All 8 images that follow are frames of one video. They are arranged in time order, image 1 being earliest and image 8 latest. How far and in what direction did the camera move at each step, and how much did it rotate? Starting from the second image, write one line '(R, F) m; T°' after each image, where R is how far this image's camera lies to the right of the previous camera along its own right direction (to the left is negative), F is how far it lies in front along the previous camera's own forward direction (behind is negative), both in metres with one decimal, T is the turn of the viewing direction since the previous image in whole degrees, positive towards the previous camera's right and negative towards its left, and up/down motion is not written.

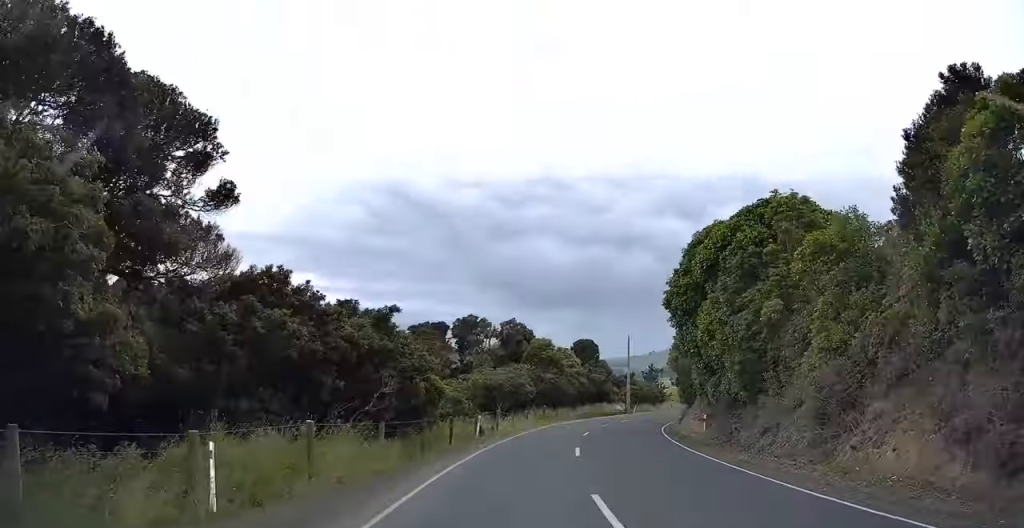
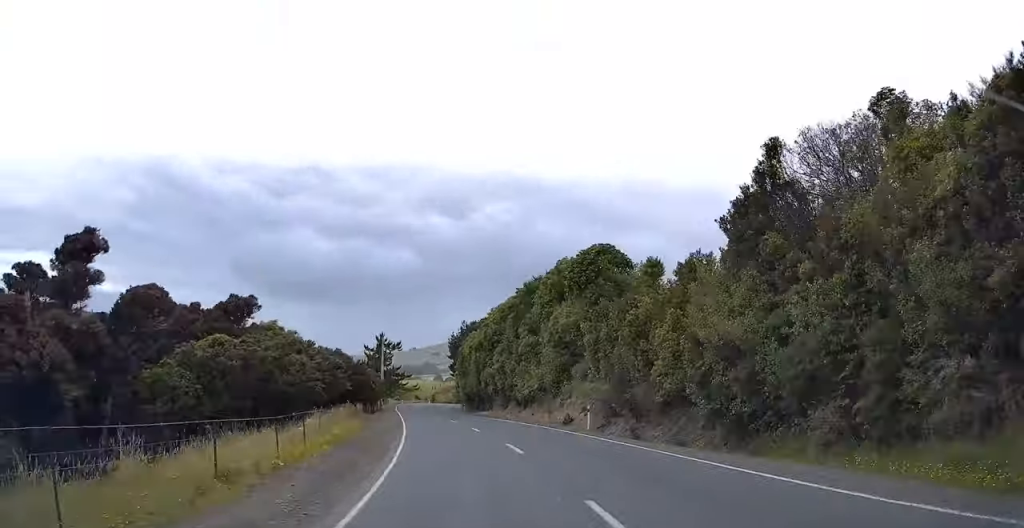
(+20.9, +99.8) m; +10°
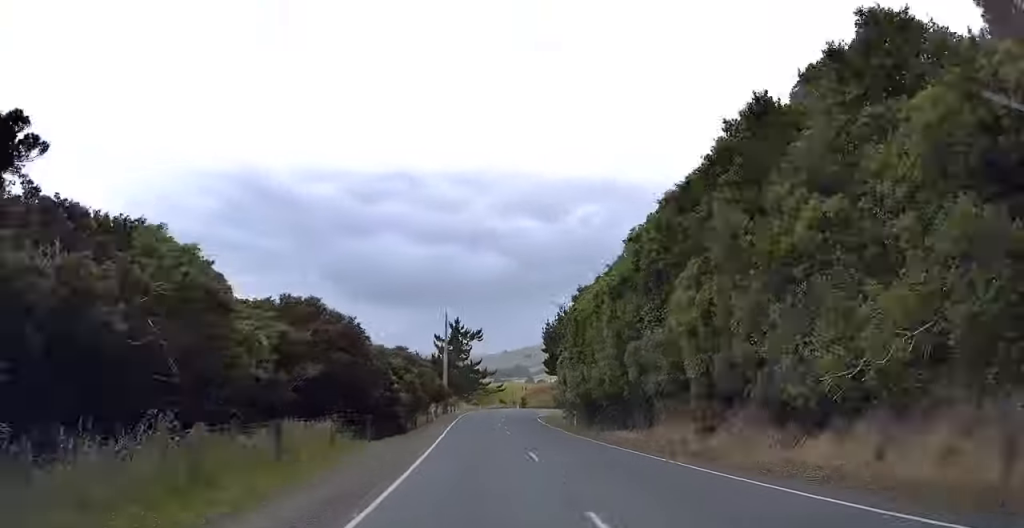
(-3.5, +28.6) m; +1°
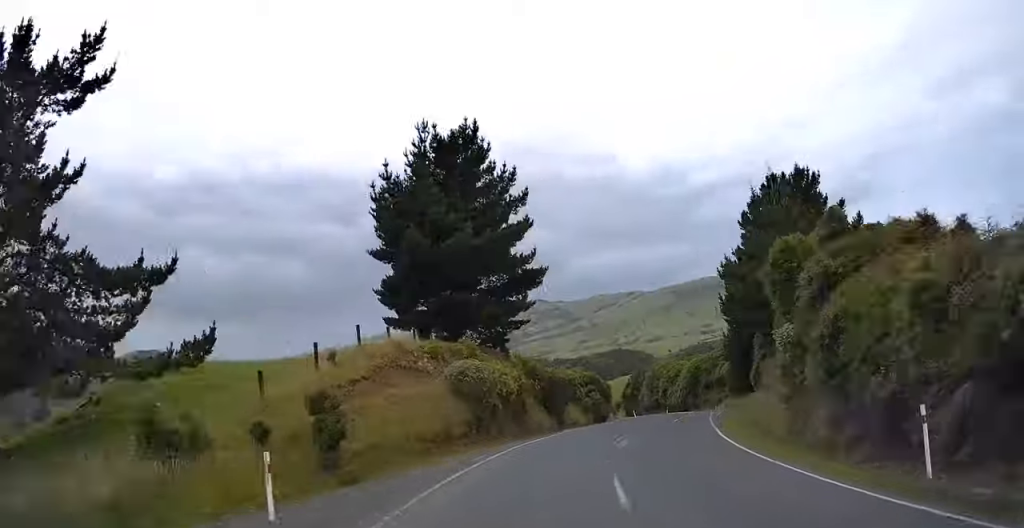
(+4.8, +84.6) m; +18°
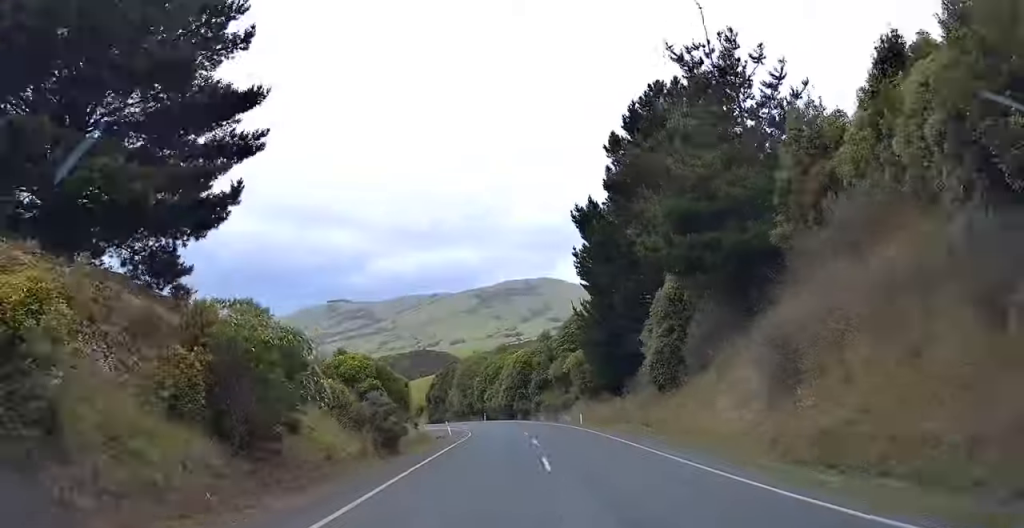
(+3.4, +26.6) m; +2°
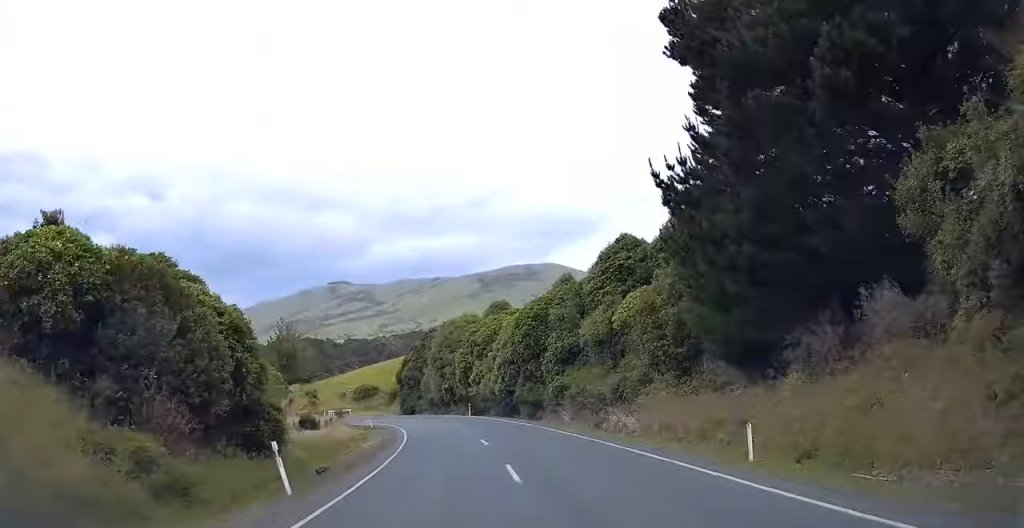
(+5.2, +32.3) m; 0°
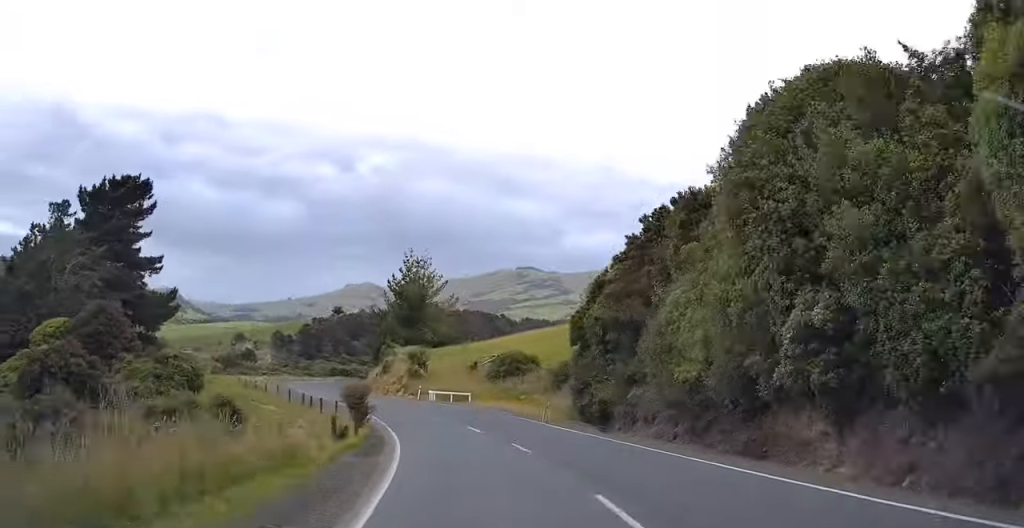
(-6.7, +51.0) m; -17°
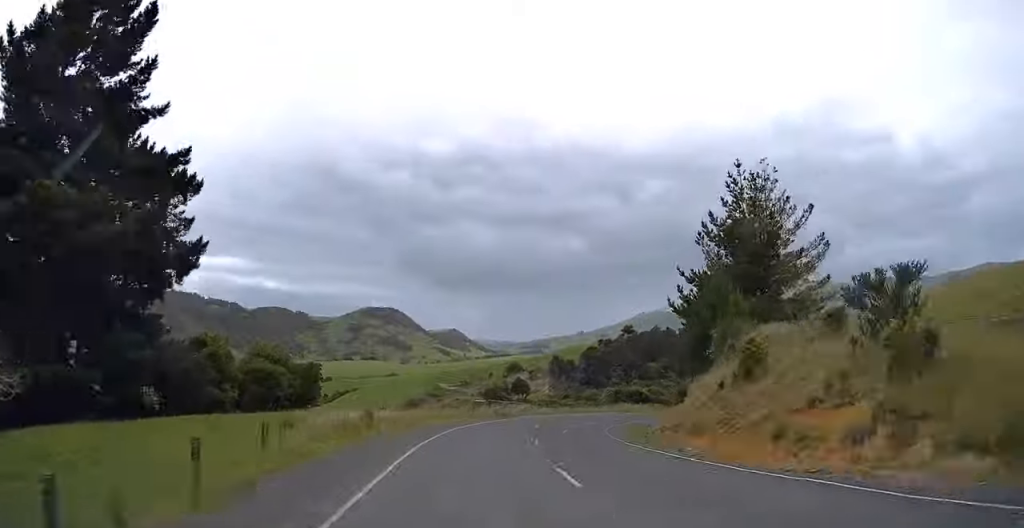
(-9.0, +47.0) m; -1°
